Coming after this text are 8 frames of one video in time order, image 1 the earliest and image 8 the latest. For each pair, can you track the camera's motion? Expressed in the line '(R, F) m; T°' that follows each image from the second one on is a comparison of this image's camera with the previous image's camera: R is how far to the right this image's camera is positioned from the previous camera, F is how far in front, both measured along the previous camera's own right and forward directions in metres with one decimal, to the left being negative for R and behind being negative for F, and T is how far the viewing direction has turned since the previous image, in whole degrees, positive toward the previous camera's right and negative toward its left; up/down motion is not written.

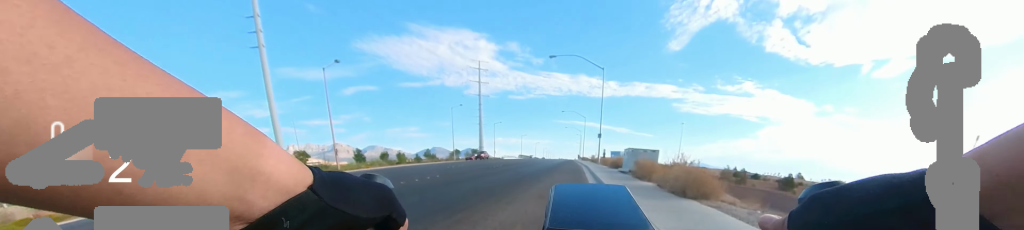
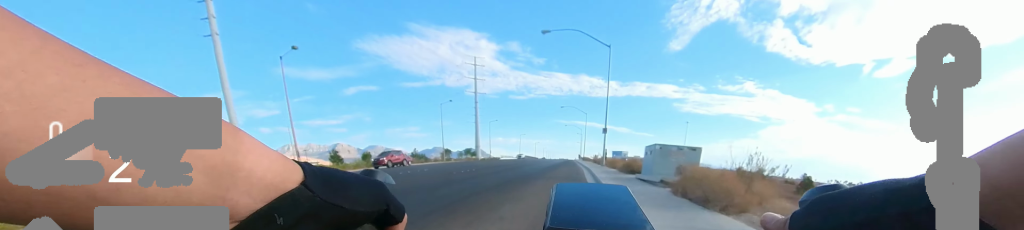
(0.0, +5.9) m; 0°
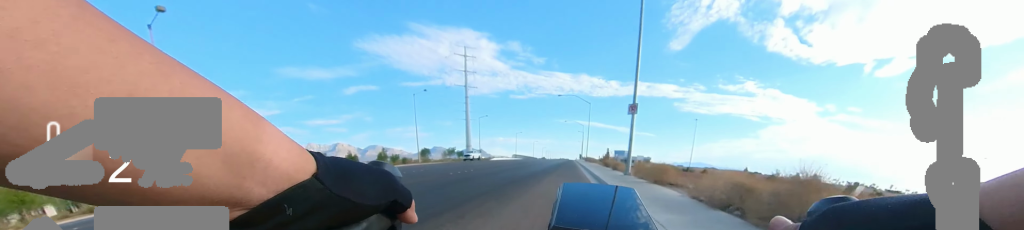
(0.0, +11.4) m; 0°
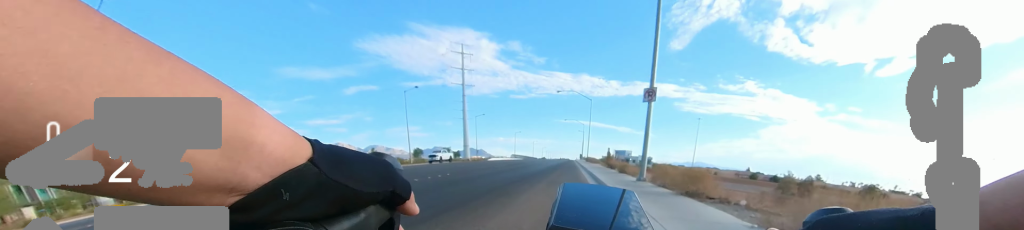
(0.0, +3.1) m; 0°
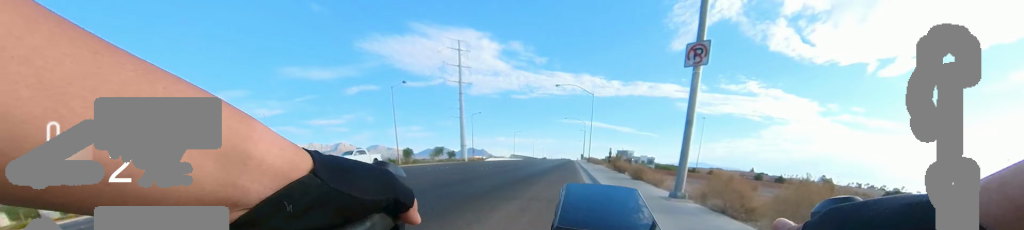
(0.0, +4.1) m; 0°
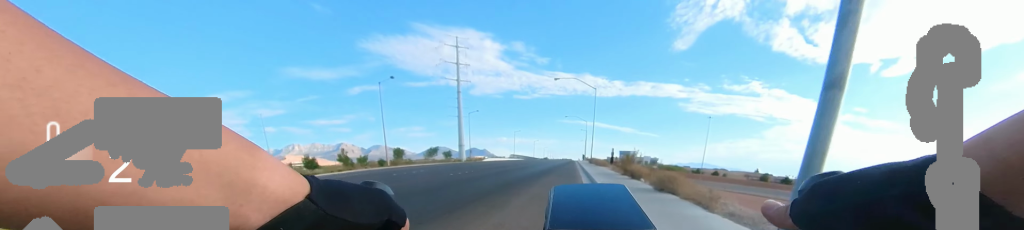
(0.0, +3.7) m; 0°
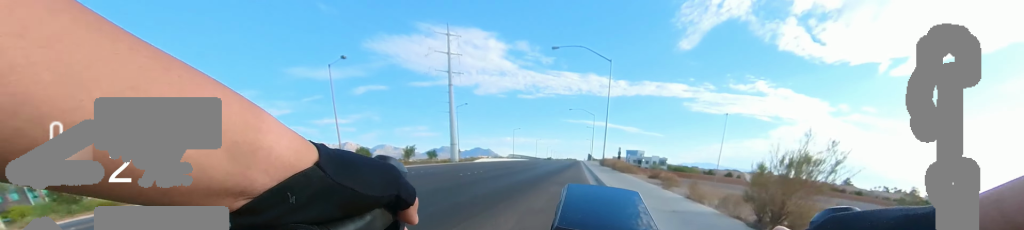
(0.0, +10.8) m; 0°
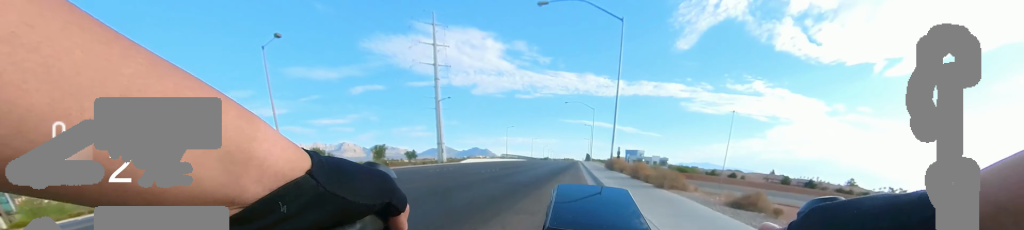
(0.0, +7.8) m; -6°
